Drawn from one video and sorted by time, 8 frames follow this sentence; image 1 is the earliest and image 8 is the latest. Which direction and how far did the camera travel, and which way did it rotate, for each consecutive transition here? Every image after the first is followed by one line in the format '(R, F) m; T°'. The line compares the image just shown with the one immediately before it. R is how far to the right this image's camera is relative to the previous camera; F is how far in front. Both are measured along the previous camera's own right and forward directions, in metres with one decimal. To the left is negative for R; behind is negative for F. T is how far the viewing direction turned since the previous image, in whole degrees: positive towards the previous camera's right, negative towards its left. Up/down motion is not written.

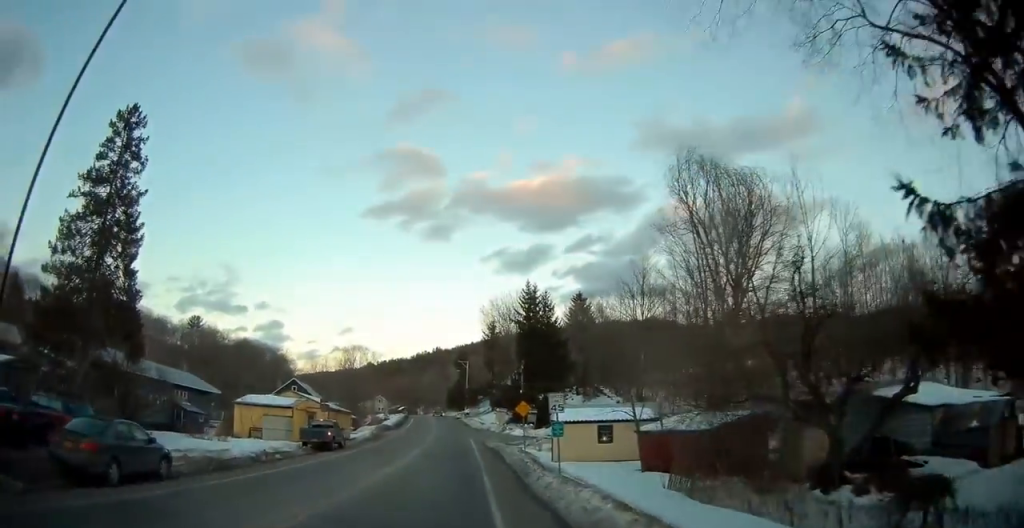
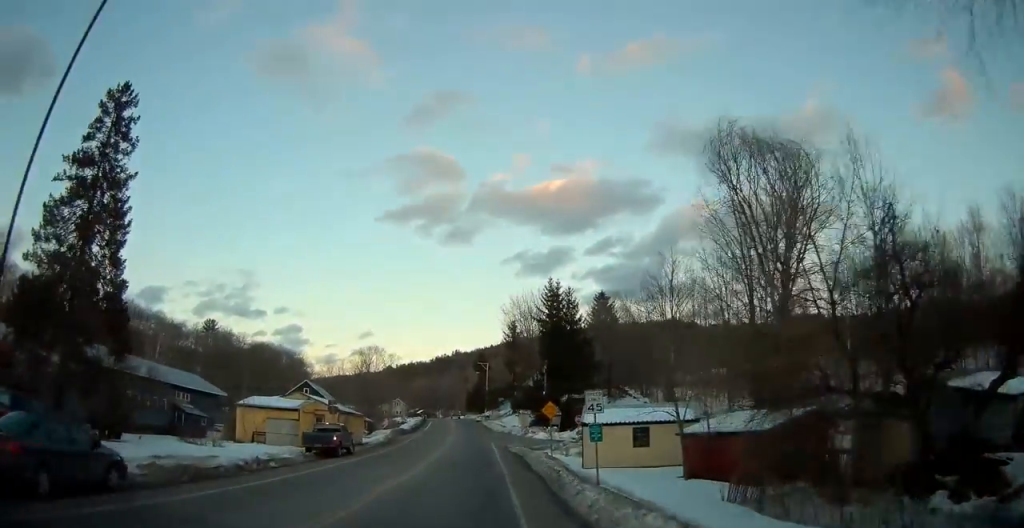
(-0.2, +3.2) m; -2°
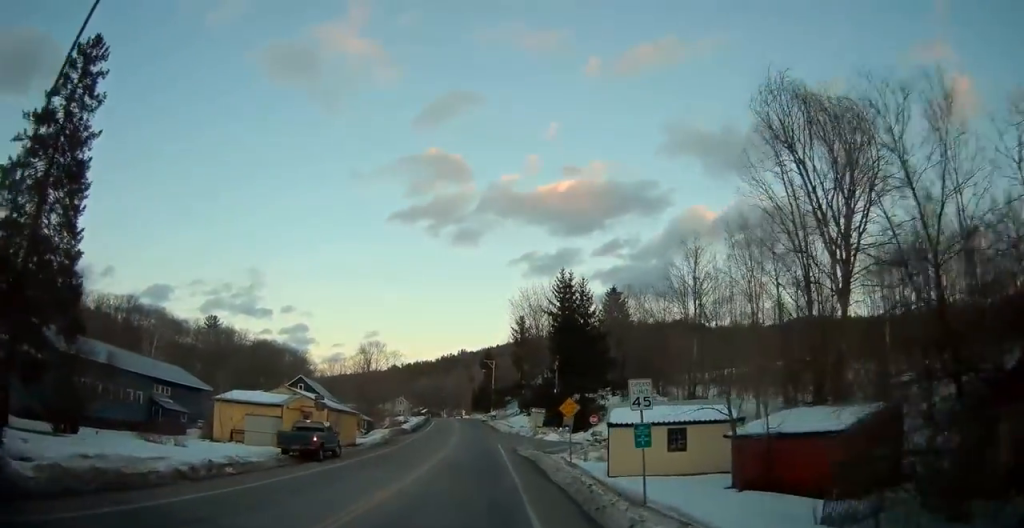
(0.0, +4.7) m; -1°
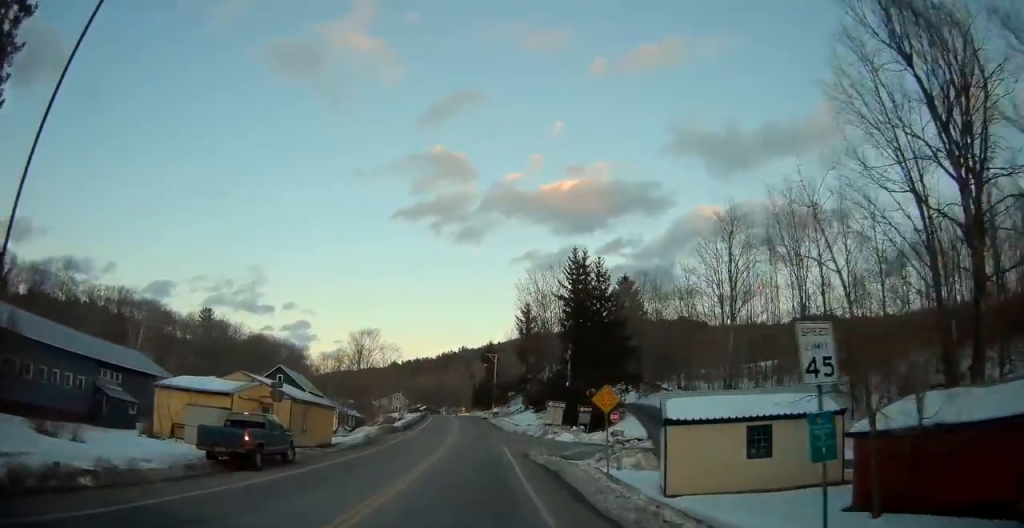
(+0.1, +7.7) m; 0°
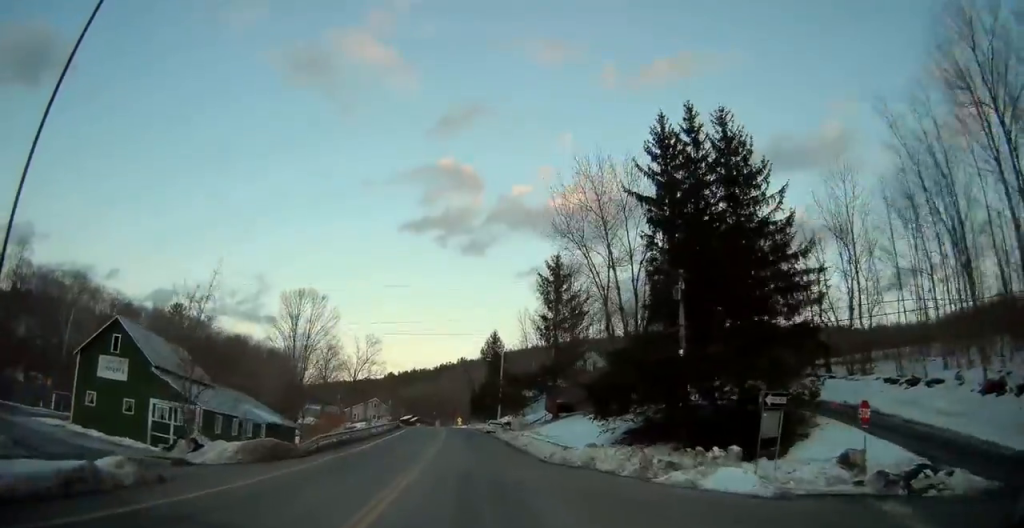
(-0.3, +30.5) m; -1°
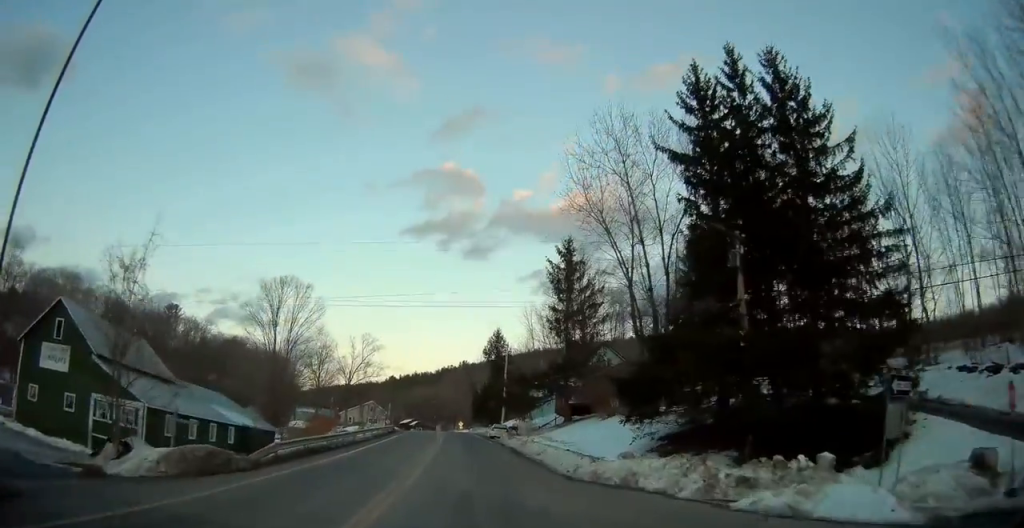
(-0.1, +5.9) m; 0°
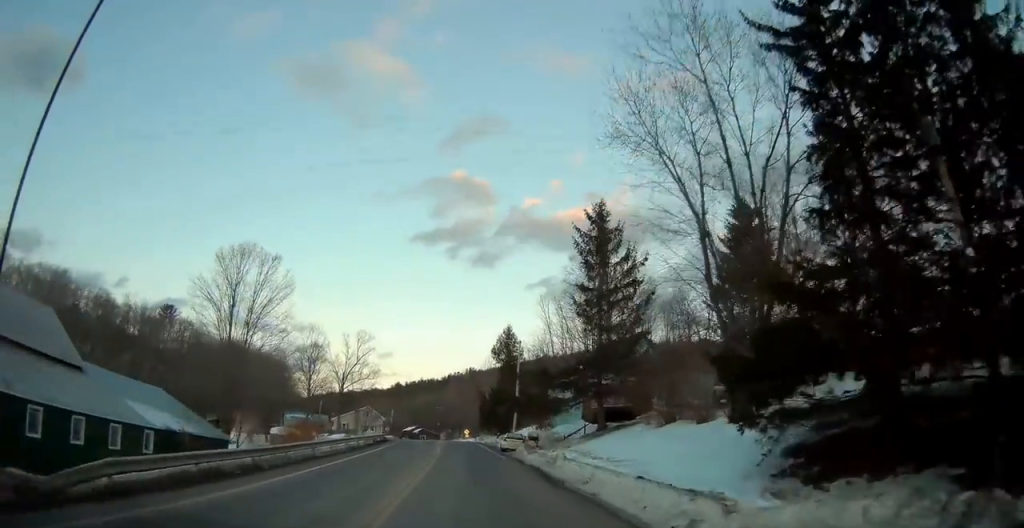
(-0.3, +10.4) m; -1°
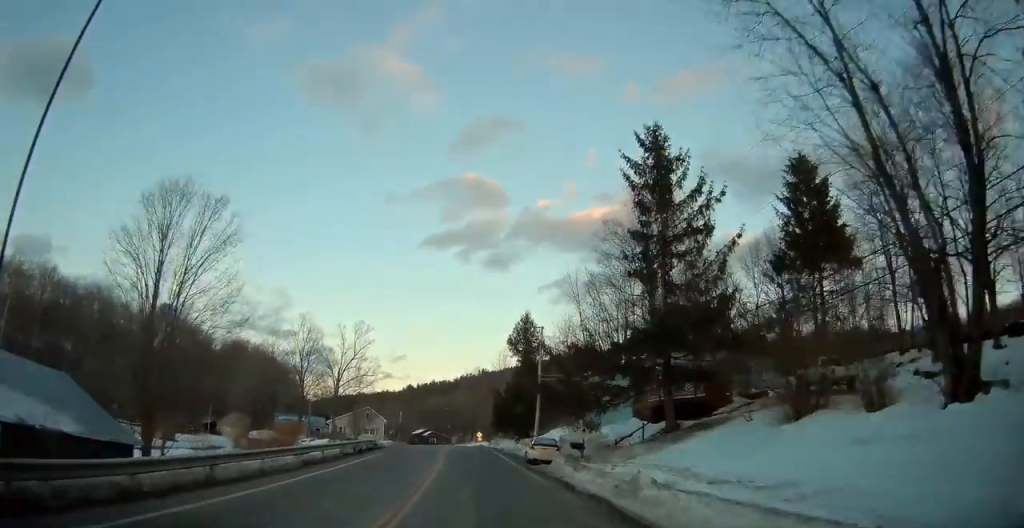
(+0.3, +11.2) m; 0°
